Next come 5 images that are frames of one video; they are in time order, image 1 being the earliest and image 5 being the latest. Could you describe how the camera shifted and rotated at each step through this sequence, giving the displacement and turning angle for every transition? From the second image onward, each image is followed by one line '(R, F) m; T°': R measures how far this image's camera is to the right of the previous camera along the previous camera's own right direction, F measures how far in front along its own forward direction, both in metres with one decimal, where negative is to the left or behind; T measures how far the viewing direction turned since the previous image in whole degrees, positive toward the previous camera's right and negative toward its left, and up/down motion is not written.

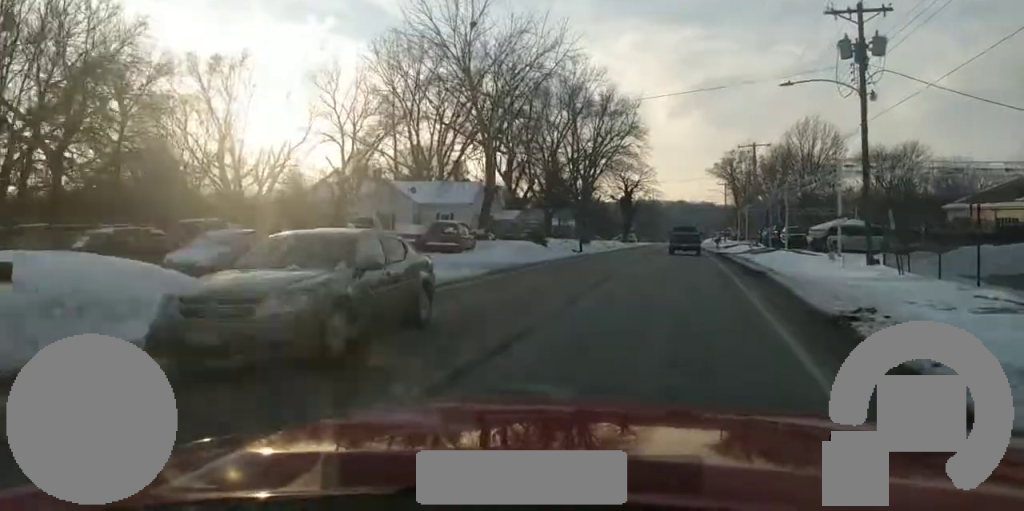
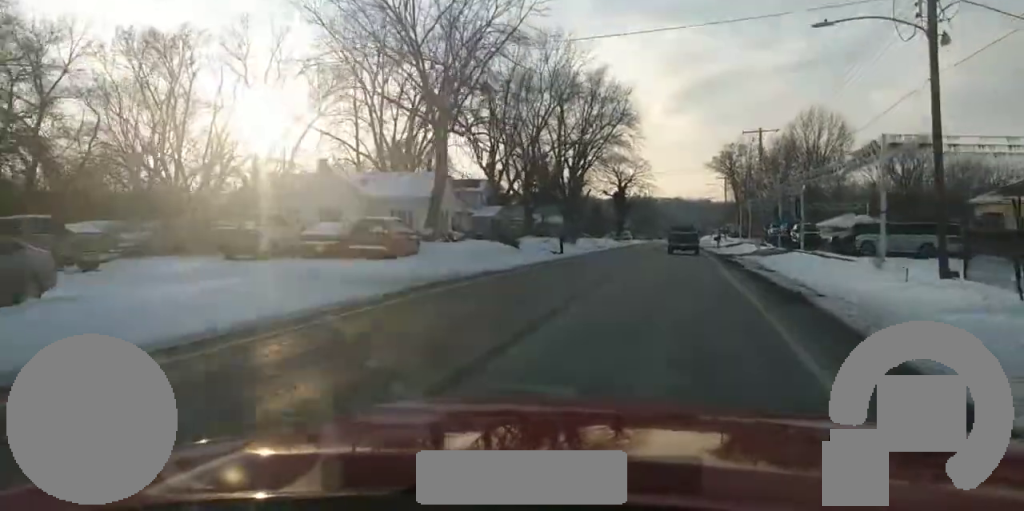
(+0.1, +9.1) m; 0°
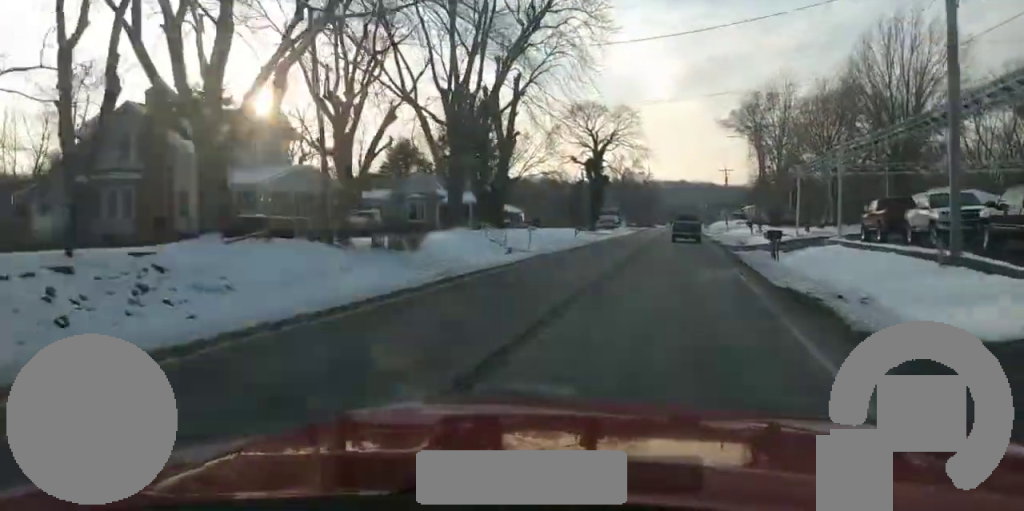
(-0.8, +49.6) m; -1°
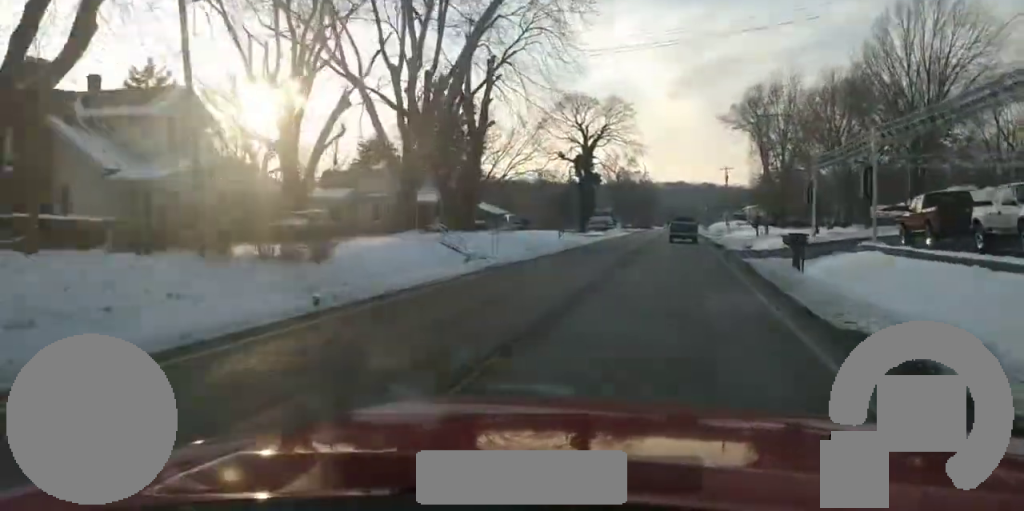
(0.0, +7.3) m; 0°
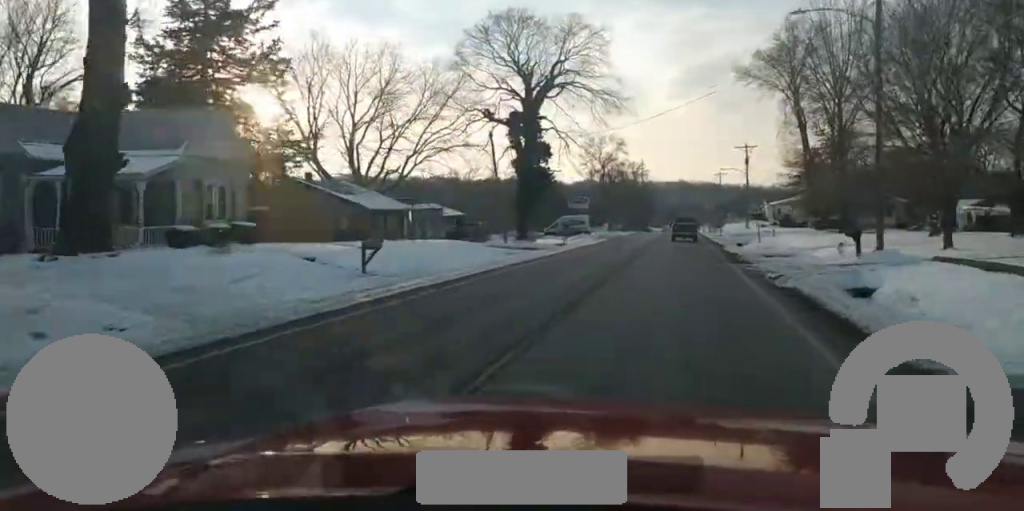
(0.0, +36.3) m; 0°
